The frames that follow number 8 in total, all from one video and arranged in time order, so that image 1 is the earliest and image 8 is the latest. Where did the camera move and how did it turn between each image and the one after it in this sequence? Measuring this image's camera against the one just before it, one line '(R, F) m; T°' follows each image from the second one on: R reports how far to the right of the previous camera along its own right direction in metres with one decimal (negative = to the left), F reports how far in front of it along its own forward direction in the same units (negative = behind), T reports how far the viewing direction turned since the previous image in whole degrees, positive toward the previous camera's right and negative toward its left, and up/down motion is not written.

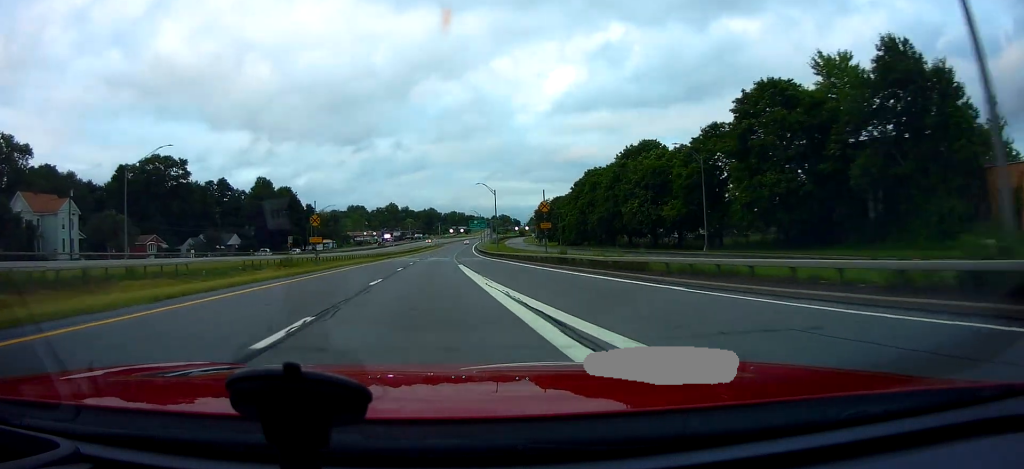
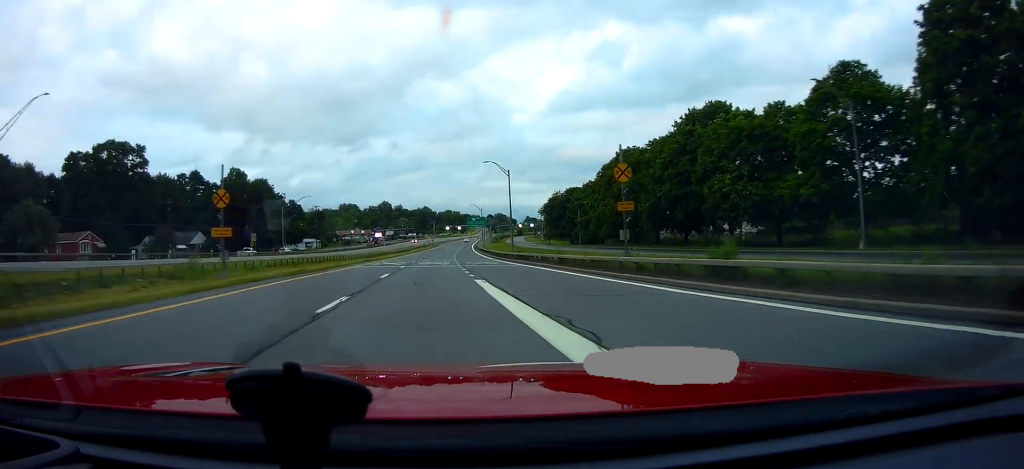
(0.0, +20.4) m; 0°
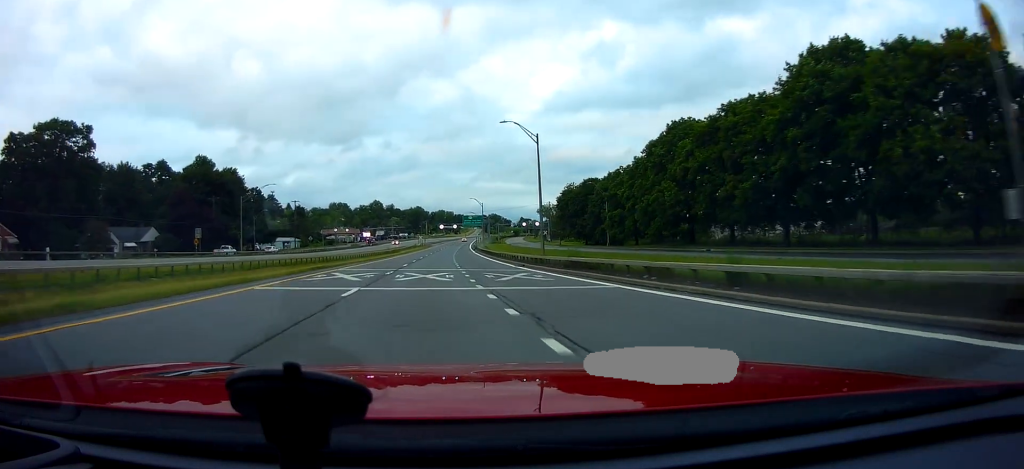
(+0.1, +20.5) m; +1°
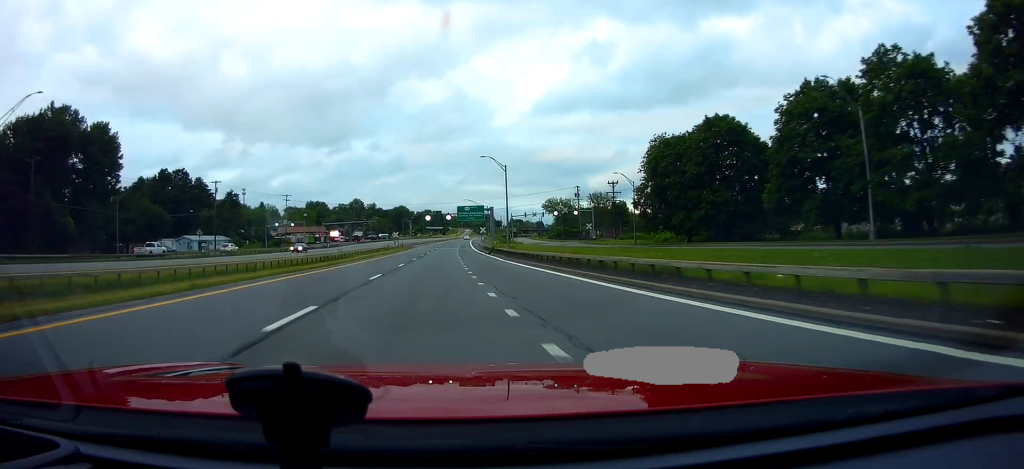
(+1.8, +55.1) m; +3°
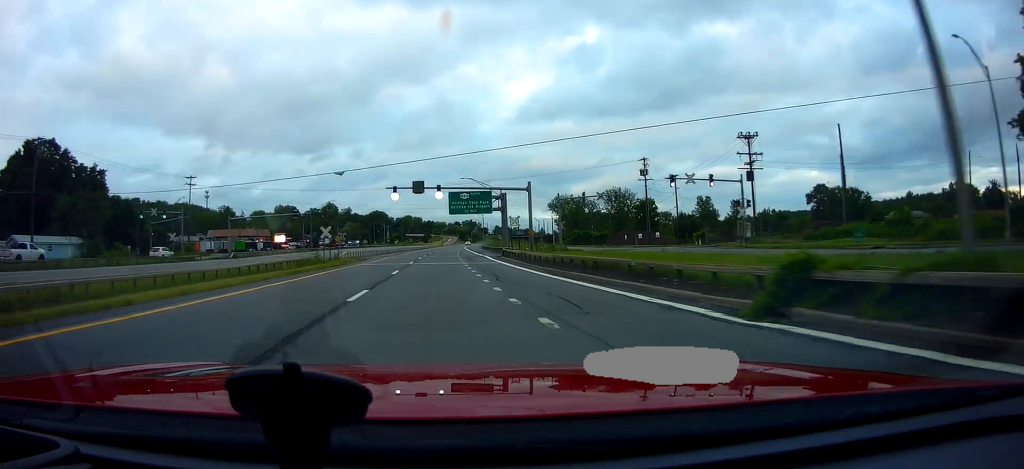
(0.0, +55.8) m; 0°
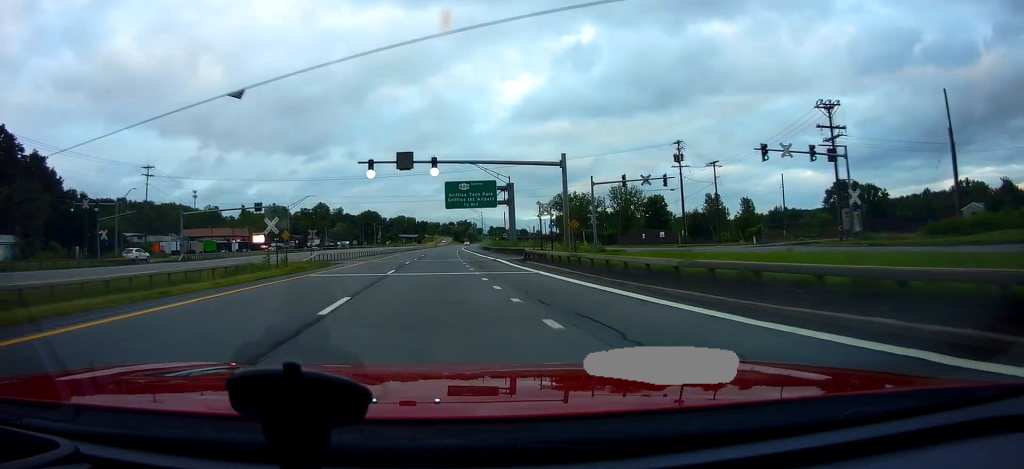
(0.0, +15.1) m; 0°
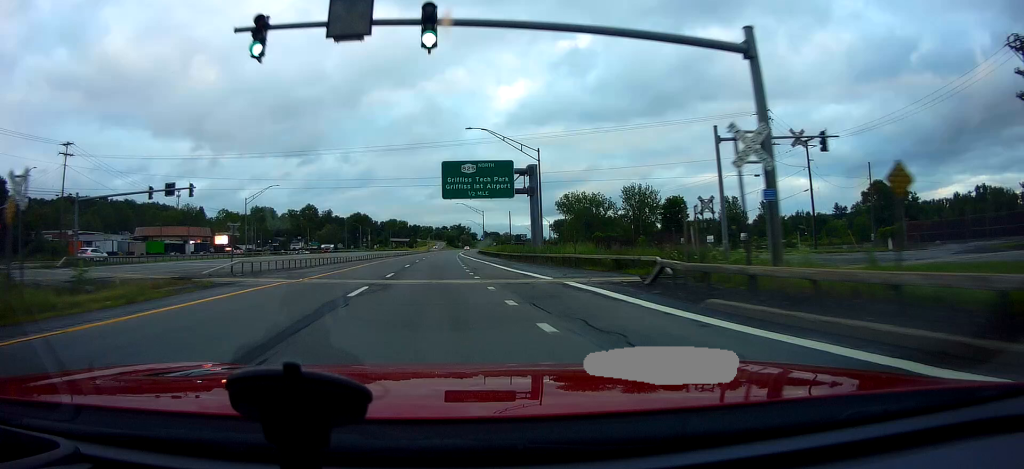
(-0.1, +22.2) m; +2°
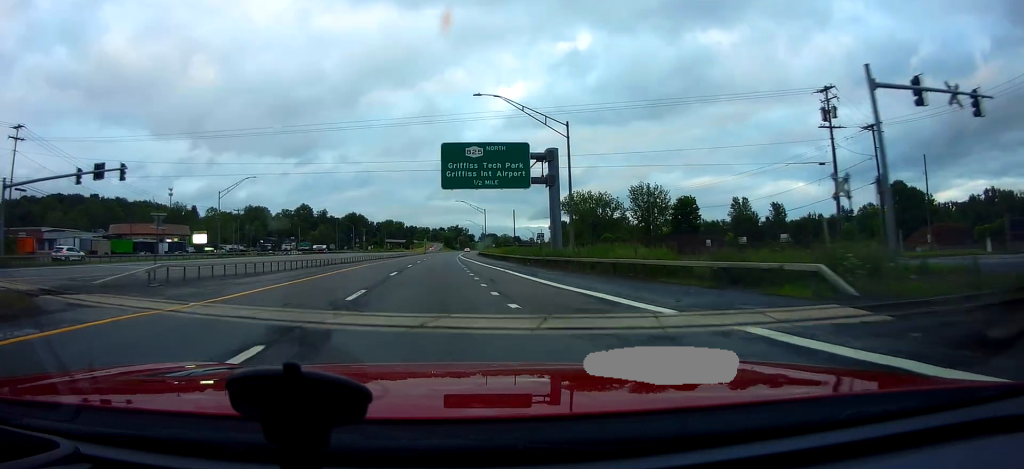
(+0.3, +10.5) m; 0°
